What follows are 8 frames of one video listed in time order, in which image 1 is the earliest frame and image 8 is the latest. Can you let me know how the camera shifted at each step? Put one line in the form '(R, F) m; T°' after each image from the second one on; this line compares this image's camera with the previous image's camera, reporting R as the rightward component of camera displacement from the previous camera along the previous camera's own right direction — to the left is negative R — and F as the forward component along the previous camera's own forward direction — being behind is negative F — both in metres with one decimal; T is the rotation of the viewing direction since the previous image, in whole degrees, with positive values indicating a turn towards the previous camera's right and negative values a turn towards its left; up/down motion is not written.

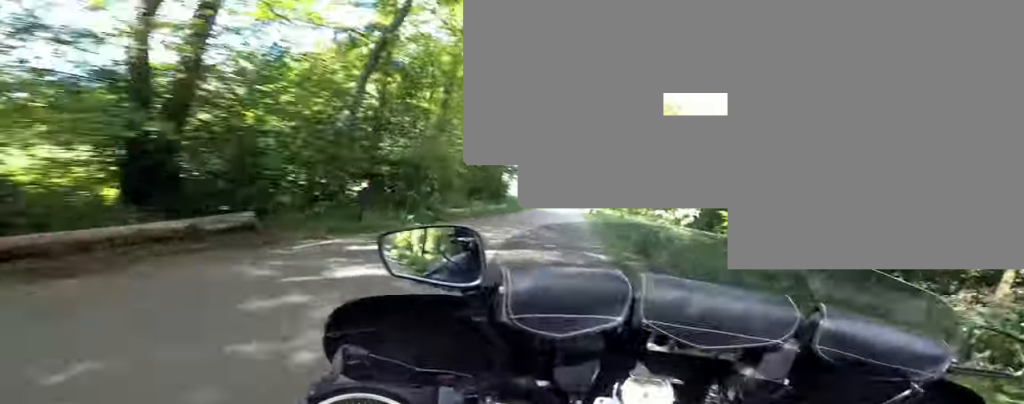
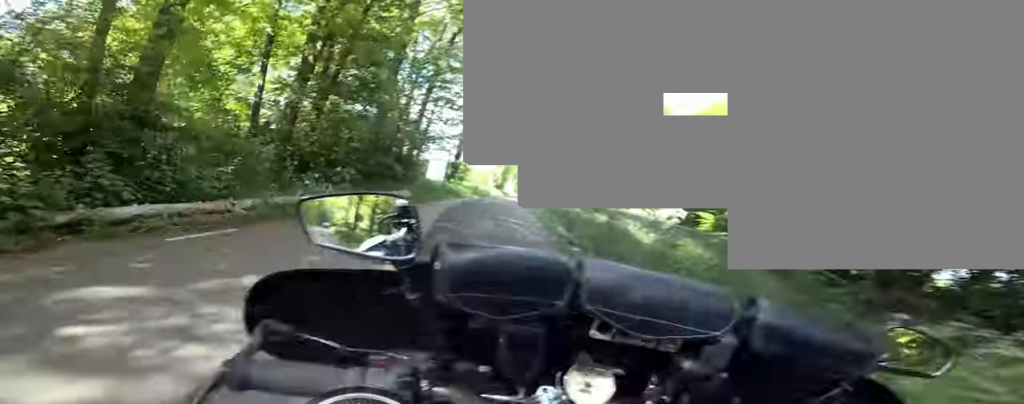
(+0.5, +9.3) m; +1°
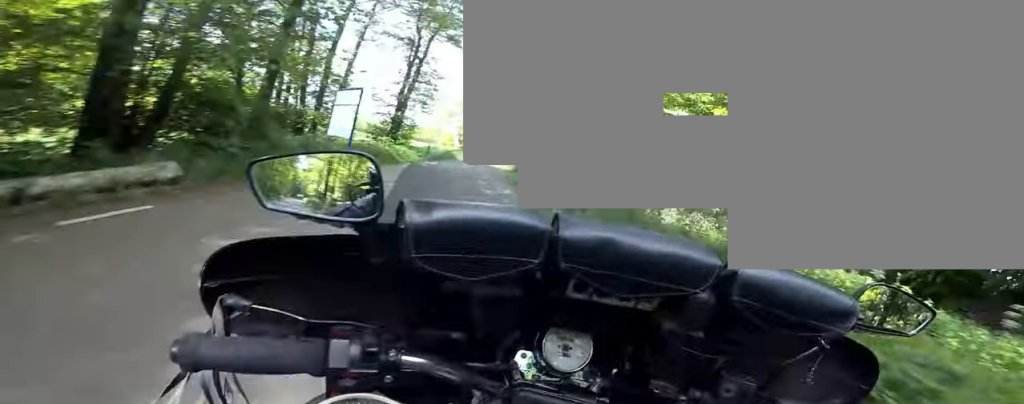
(-0.2, +9.5) m; -2°
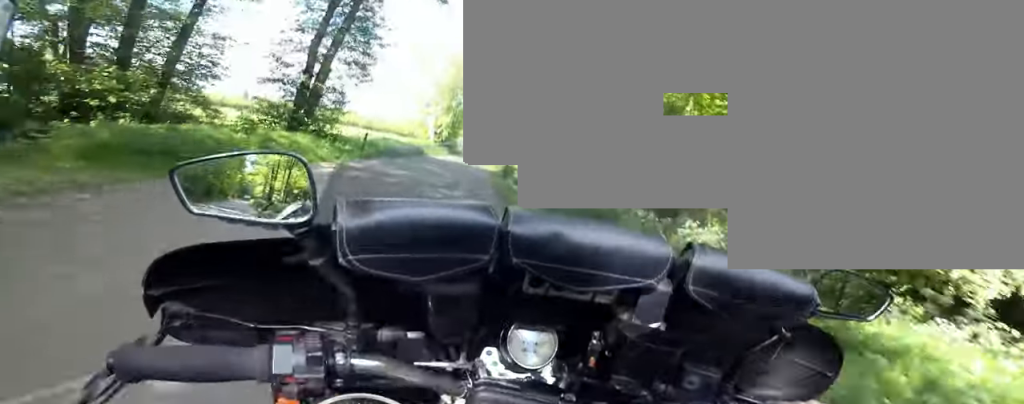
(-0.2, +10.1) m; -5°
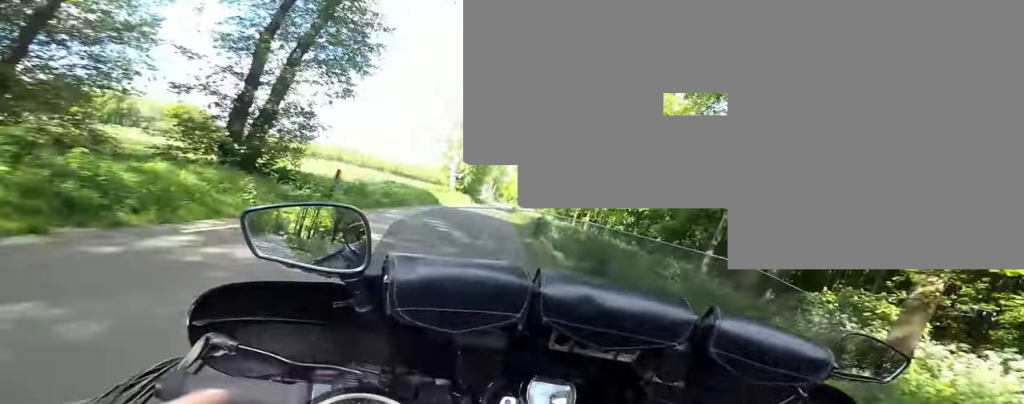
(0.0, +5.8) m; -2°
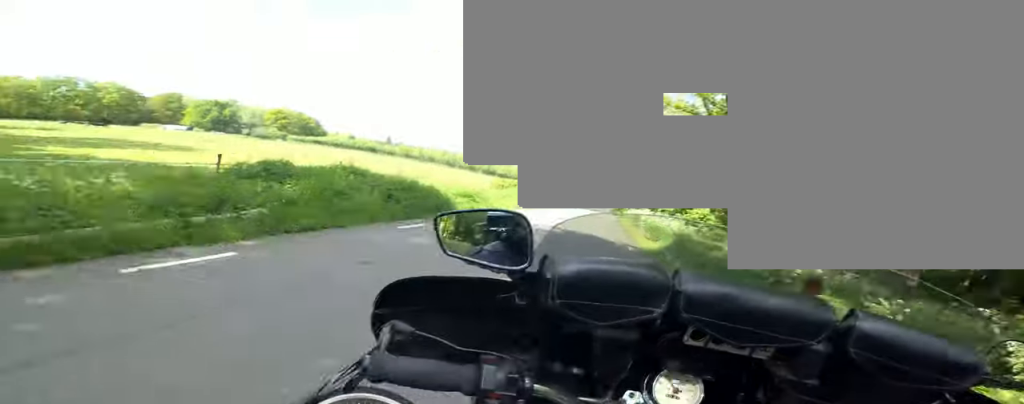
(+0.5, +15.9) m; +8°
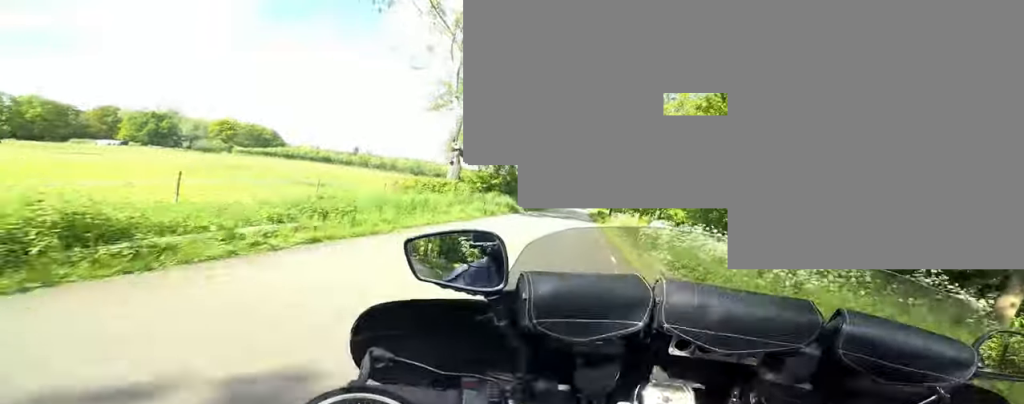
(+0.6, +11.3) m; +1°
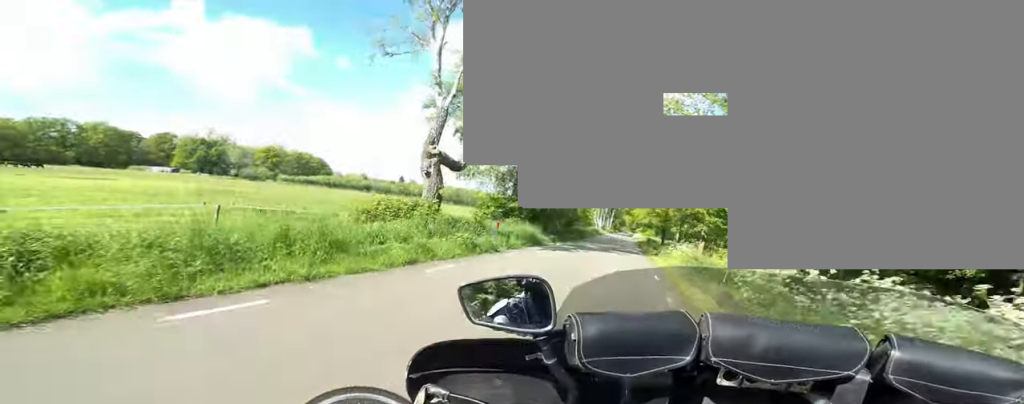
(-0.1, +6.1) m; -2°
